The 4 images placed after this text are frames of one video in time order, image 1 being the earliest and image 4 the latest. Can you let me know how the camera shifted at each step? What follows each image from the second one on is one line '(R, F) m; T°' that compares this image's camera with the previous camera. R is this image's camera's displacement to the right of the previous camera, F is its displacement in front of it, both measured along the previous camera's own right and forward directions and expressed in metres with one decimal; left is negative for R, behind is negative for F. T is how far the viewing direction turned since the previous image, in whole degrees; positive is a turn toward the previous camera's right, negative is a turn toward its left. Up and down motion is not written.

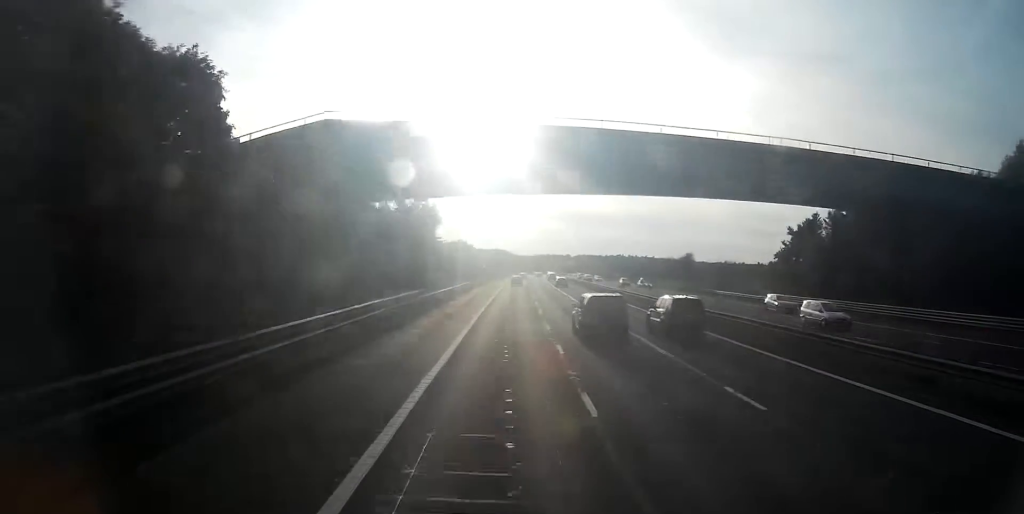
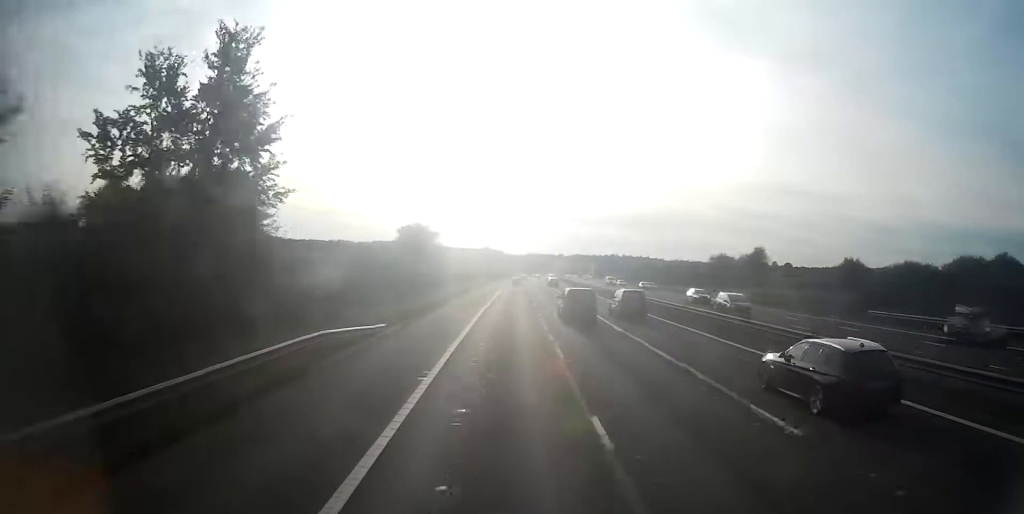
(+0.6, +45.8) m; +2°
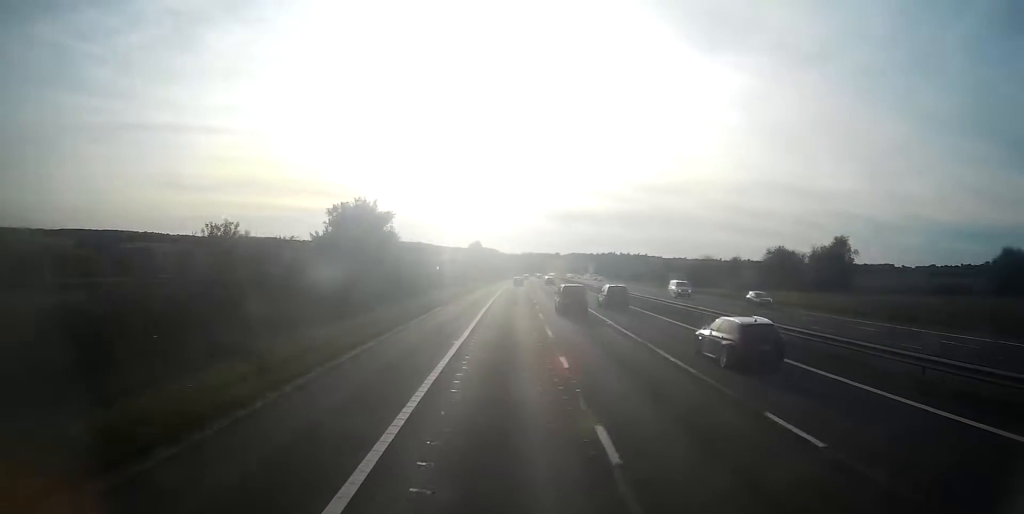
(+0.1, +27.7) m; 0°
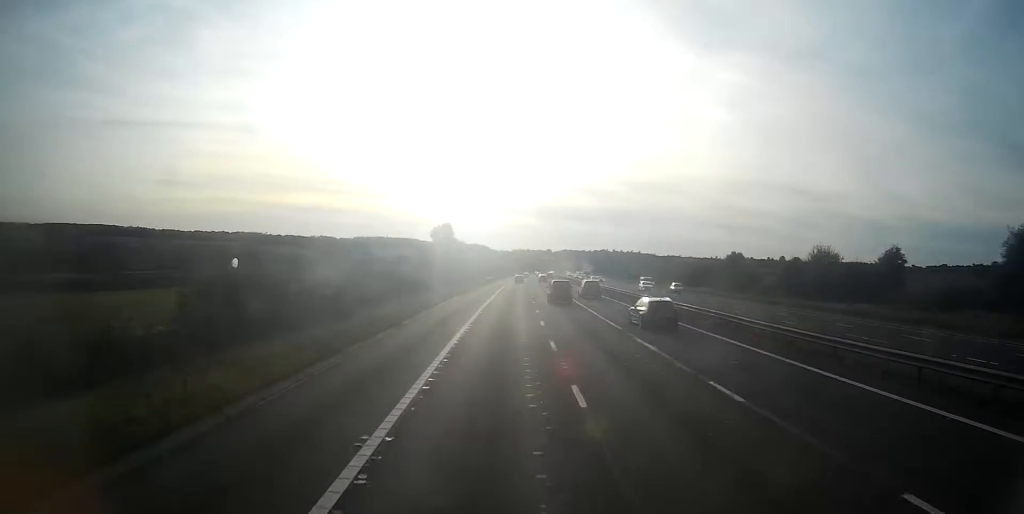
(+0.8, +50.7) m; +1°
